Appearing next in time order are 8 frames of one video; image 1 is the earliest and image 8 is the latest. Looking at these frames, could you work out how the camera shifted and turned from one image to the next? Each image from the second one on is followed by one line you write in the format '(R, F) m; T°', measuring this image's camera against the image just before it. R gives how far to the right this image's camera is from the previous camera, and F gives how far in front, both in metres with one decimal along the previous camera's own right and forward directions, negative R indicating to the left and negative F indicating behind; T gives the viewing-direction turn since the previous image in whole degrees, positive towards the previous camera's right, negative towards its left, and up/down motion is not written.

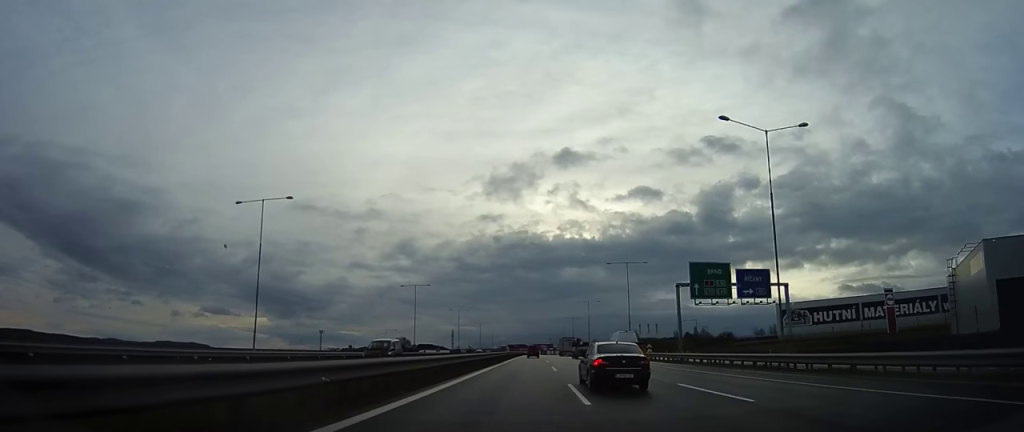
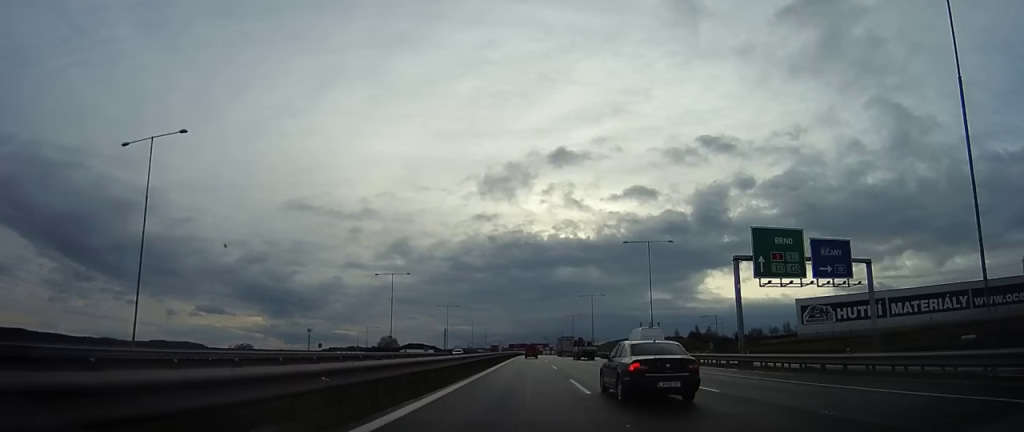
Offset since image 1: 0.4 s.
(-0.1, +15.0) m; +1°
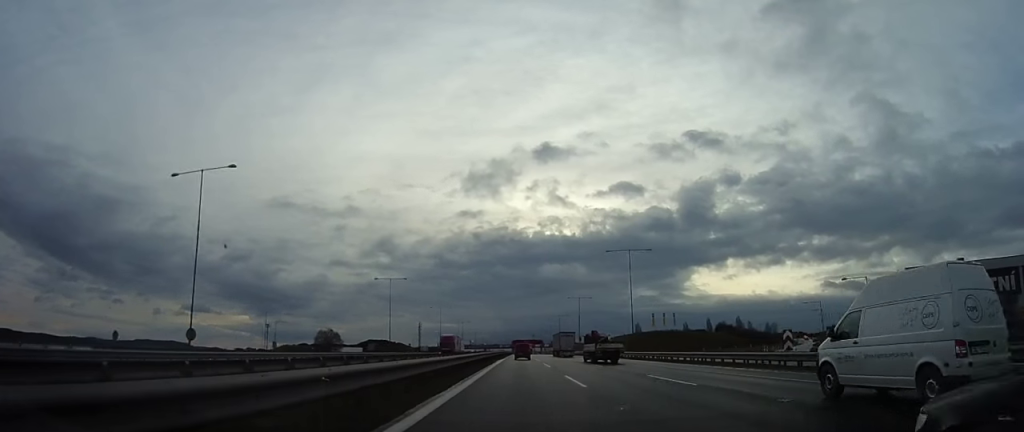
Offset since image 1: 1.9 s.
(+1.2, +51.8) m; +1°
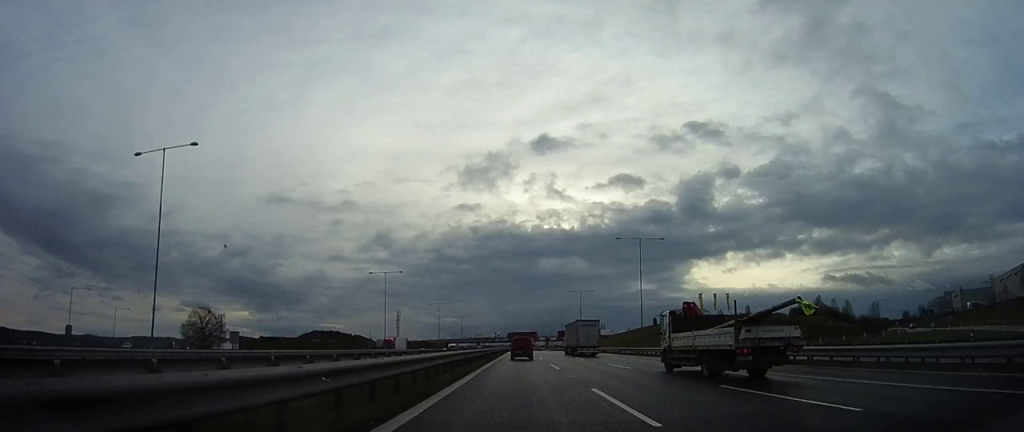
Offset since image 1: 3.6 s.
(+0.5, +62.3) m; +1°
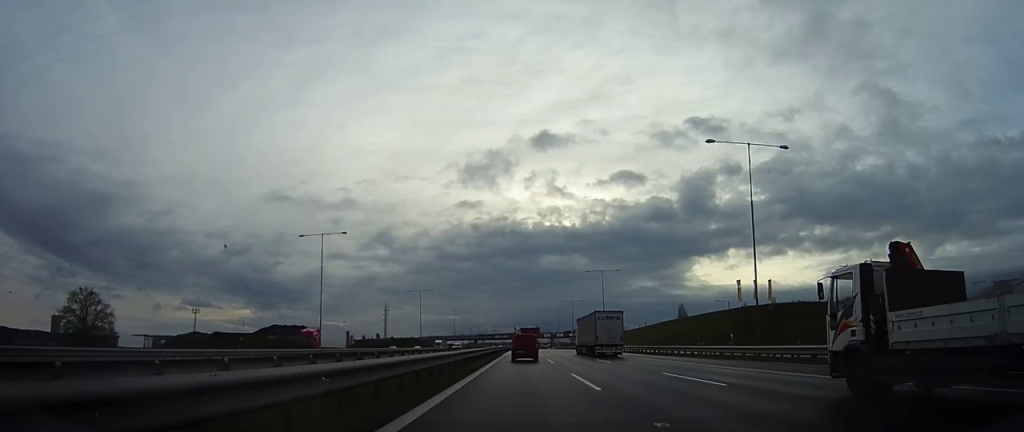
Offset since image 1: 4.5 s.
(+0.5, +30.0) m; 0°
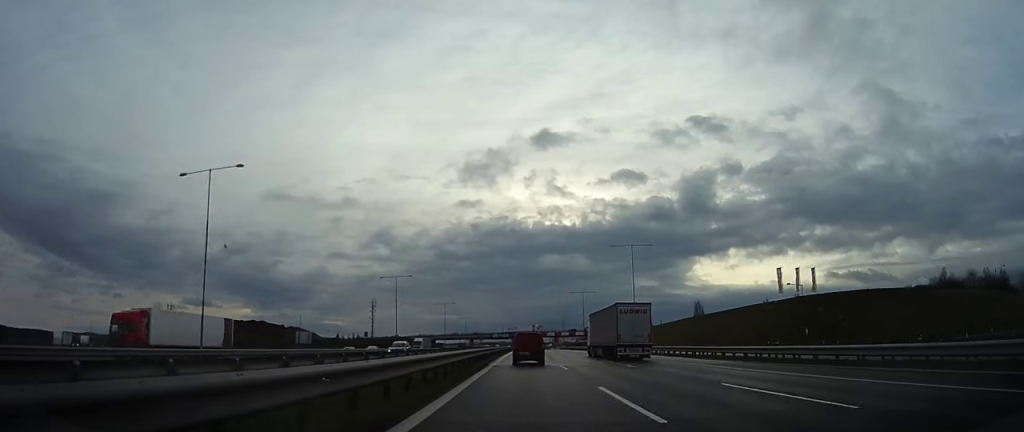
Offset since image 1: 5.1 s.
(-0.5, +23.8) m; -1°
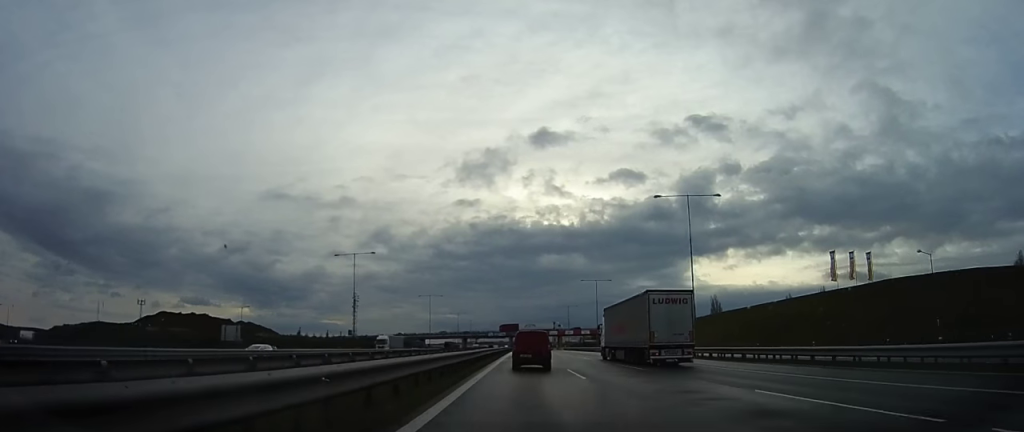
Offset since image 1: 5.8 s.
(-0.3, +23.5) m; -1°
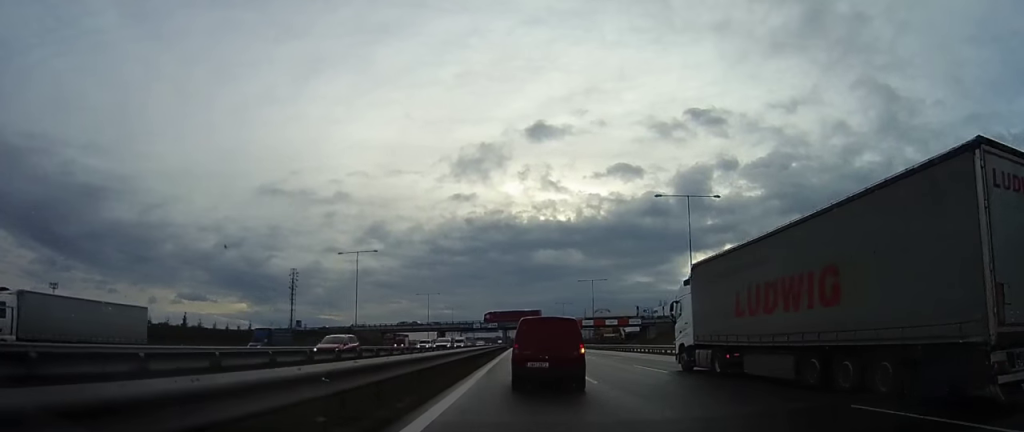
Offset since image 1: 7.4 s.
(-0.4, +56.8) m; 0°
